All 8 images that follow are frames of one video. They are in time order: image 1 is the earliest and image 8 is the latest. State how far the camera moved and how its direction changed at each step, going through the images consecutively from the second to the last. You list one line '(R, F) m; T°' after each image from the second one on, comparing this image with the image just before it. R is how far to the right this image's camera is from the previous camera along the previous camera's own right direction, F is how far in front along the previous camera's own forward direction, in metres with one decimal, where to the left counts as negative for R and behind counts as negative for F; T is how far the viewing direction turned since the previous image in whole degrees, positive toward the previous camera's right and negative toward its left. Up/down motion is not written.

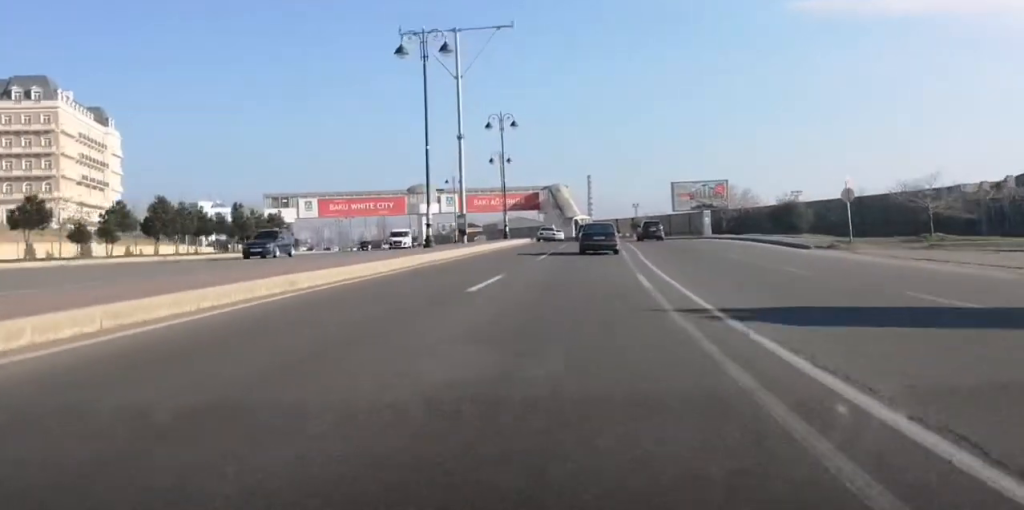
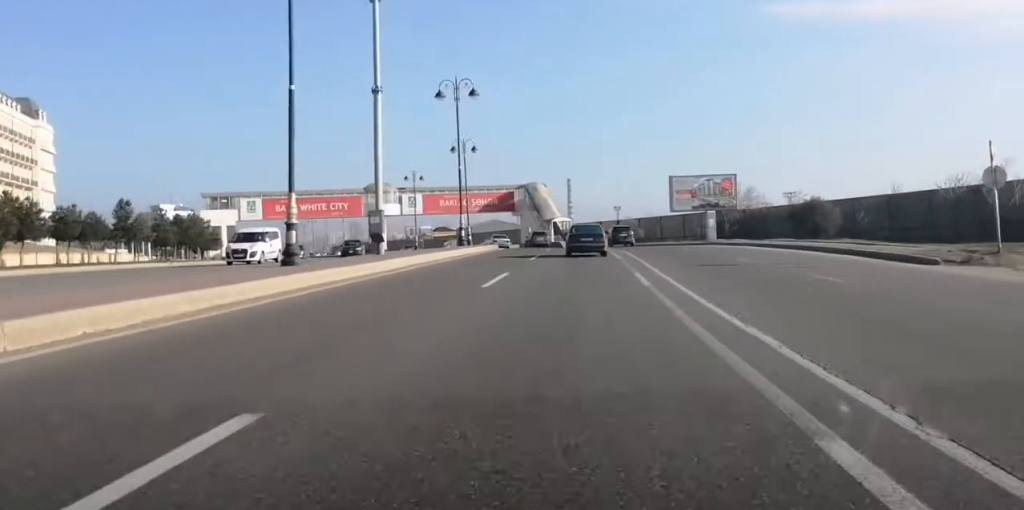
(+0.5, +18.4) m; +1°
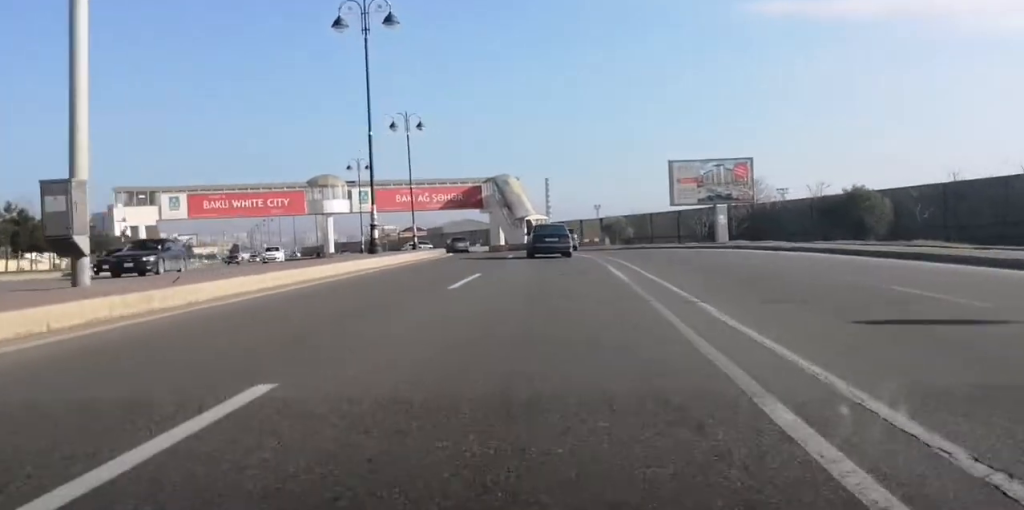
(-0.2, +19.2) m; +1°
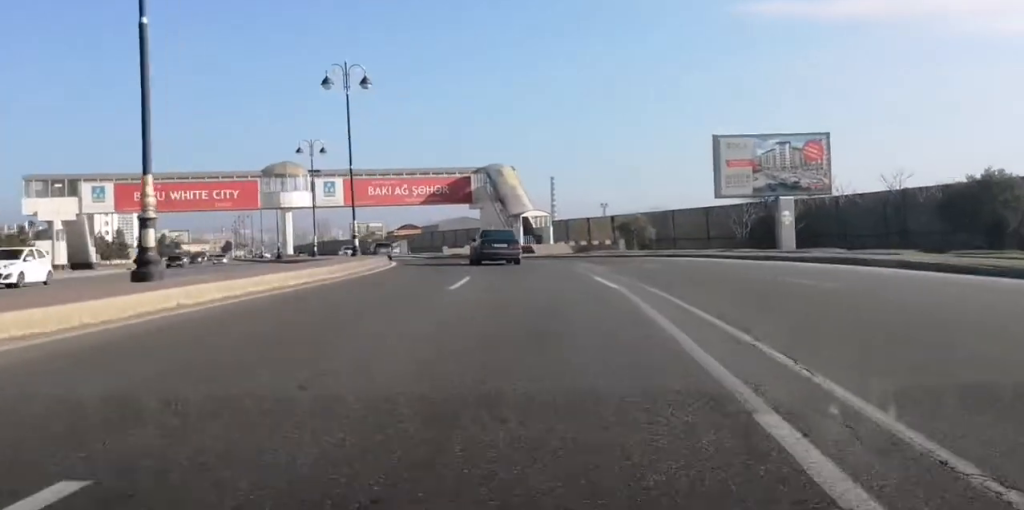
(+0.4, +19.9) m; +1°
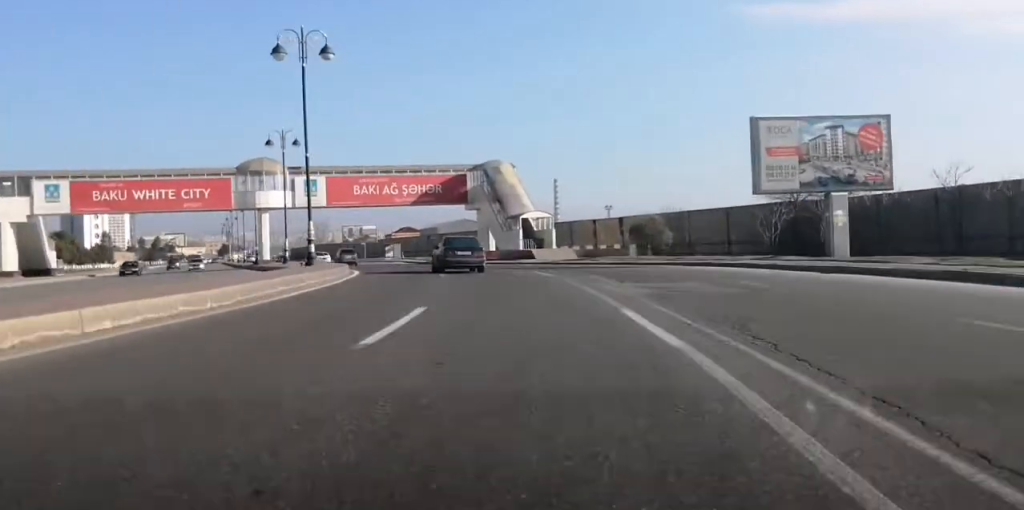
(+0.1, +9.2) m; -1°
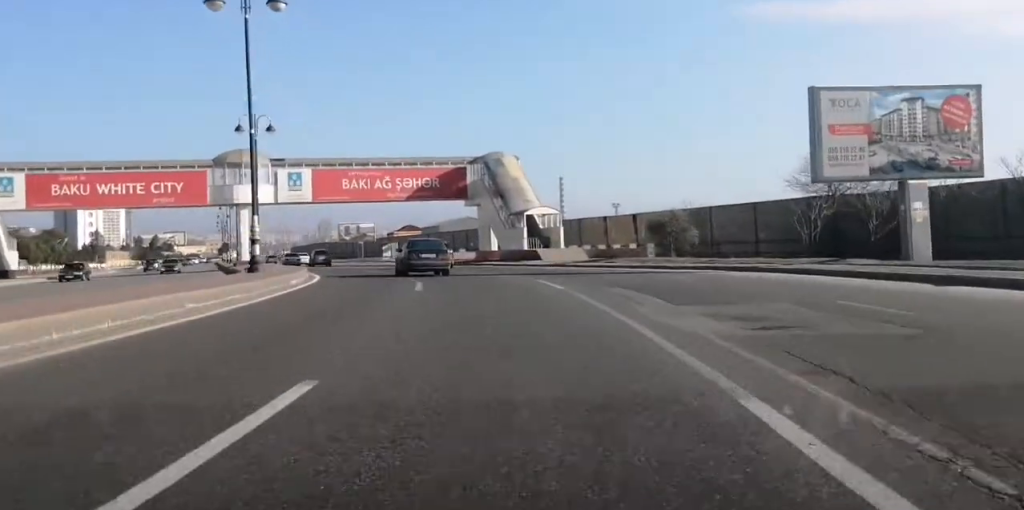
(0.0, +9.1) m; -1°
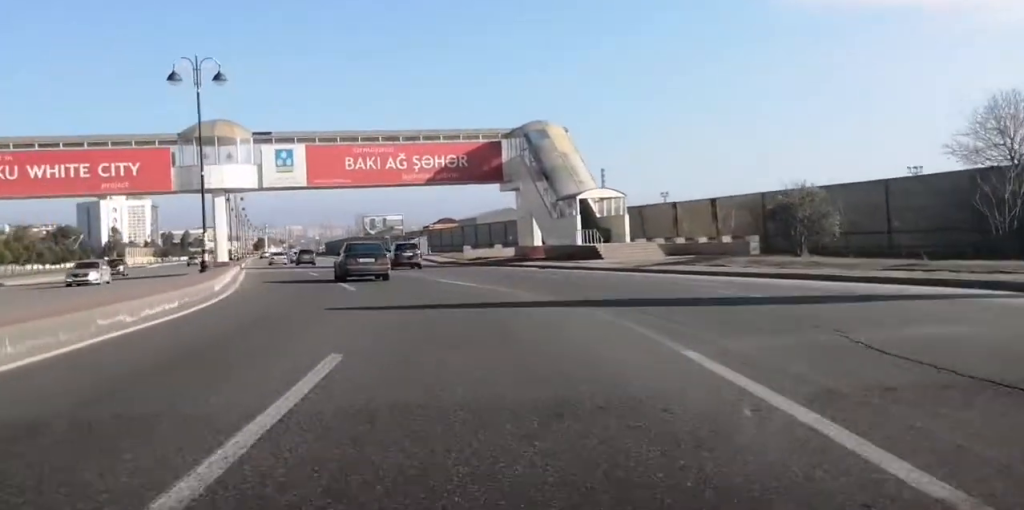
(-0.5, +18.0) m; -5°
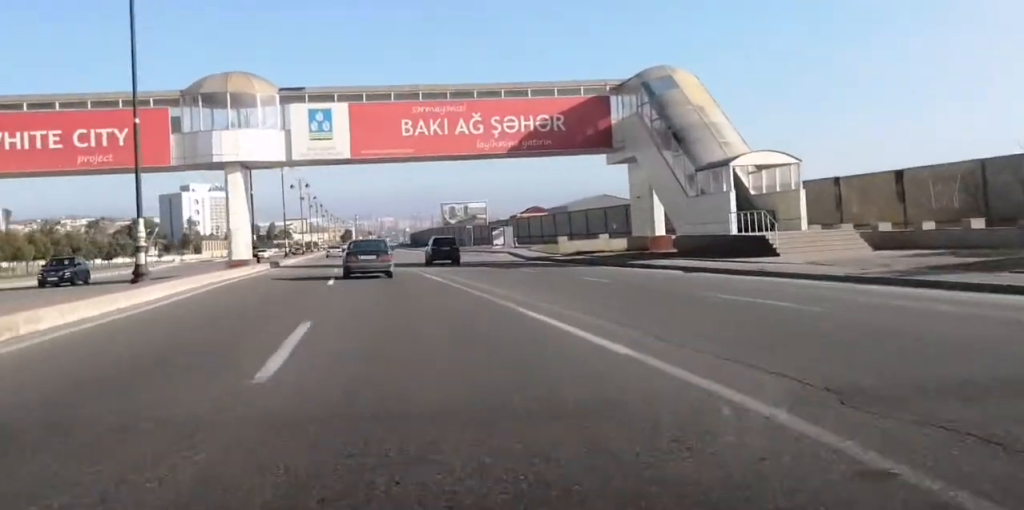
(-1.0, +18.4) m; -5°
